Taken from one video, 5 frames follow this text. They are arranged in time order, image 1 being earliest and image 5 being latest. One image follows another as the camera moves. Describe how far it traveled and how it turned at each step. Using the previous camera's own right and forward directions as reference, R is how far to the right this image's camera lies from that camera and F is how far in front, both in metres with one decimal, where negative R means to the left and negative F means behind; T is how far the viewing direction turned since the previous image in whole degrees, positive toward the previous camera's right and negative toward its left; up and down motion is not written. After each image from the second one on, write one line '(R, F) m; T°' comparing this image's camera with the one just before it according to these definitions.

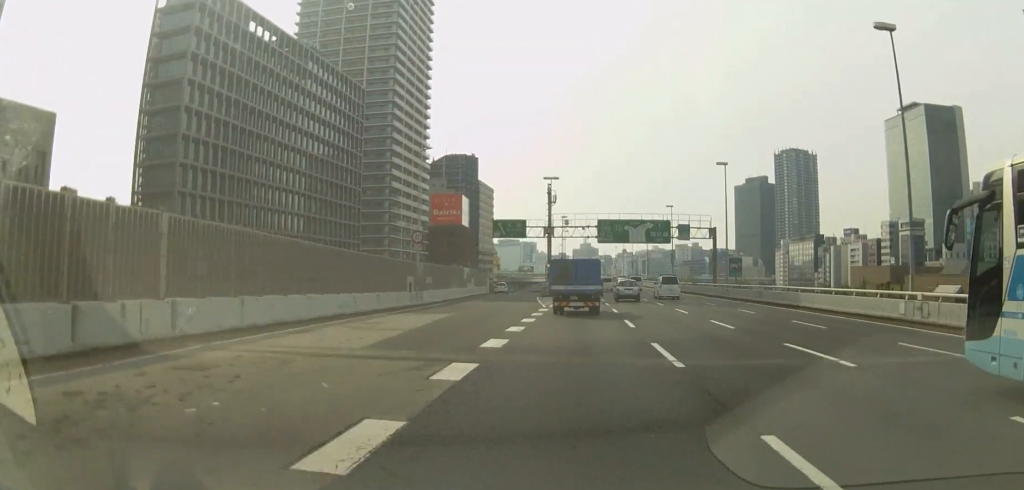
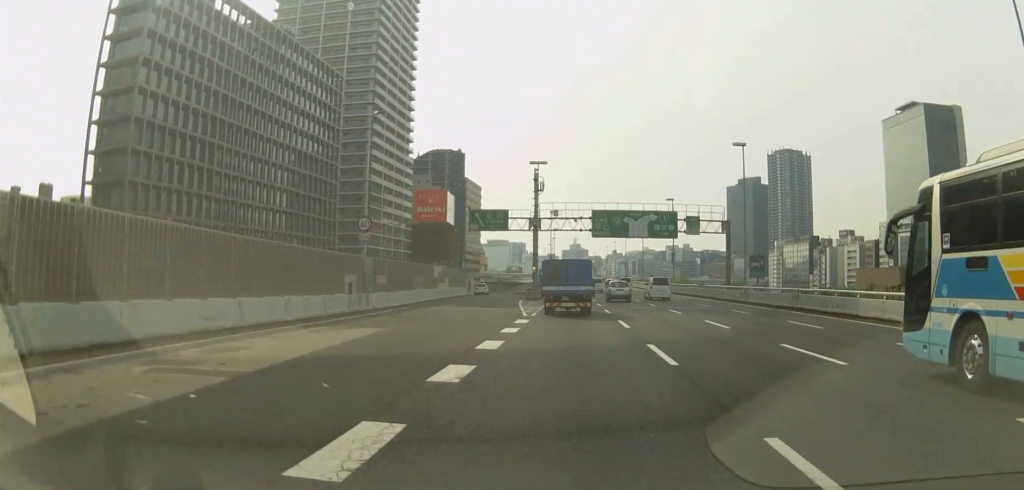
(+0.6, +10.2) m; +1°
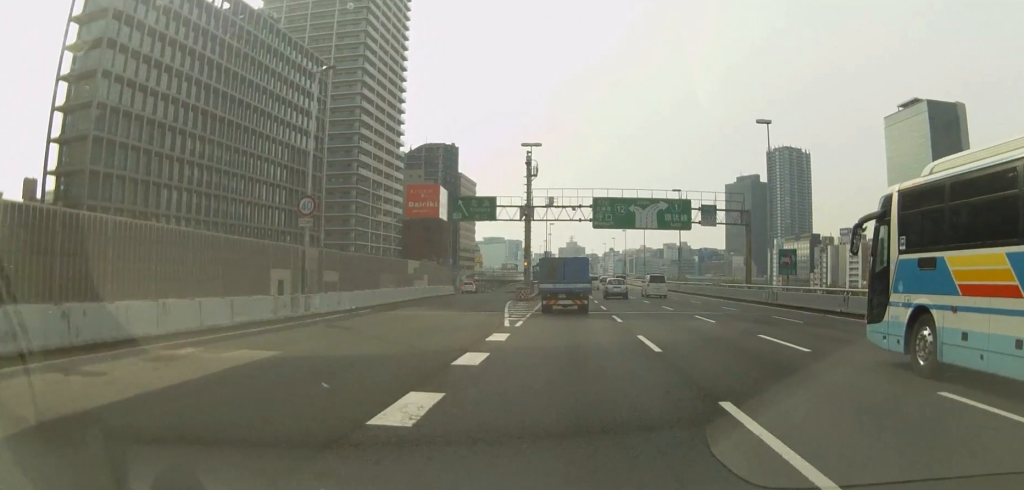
(+0.1, +7.9) m; +1°
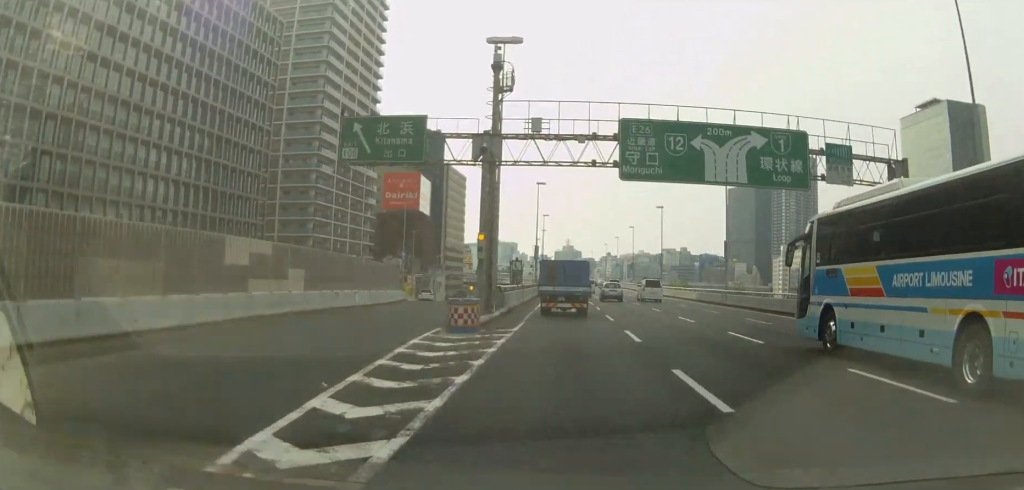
(+0.2, +26.0) m; +2°
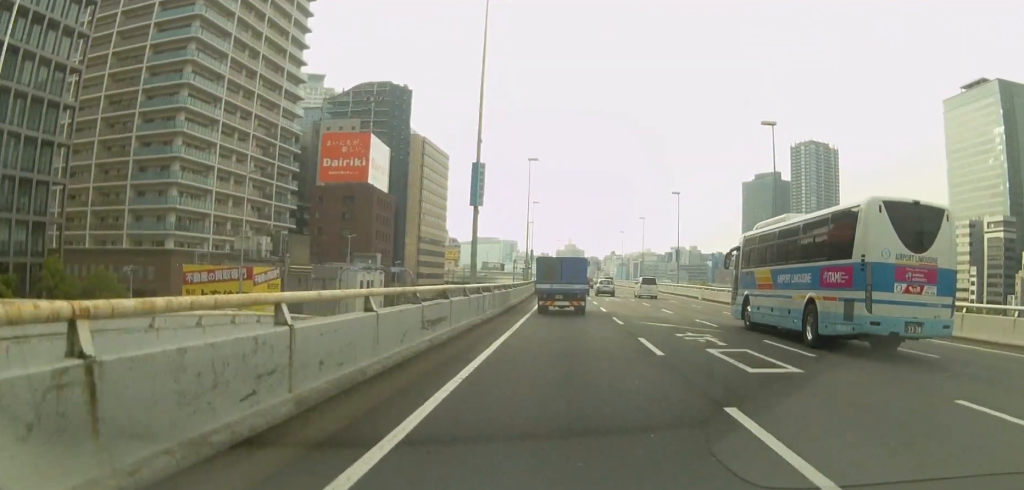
(+0.2, +53.6) m; 0°
